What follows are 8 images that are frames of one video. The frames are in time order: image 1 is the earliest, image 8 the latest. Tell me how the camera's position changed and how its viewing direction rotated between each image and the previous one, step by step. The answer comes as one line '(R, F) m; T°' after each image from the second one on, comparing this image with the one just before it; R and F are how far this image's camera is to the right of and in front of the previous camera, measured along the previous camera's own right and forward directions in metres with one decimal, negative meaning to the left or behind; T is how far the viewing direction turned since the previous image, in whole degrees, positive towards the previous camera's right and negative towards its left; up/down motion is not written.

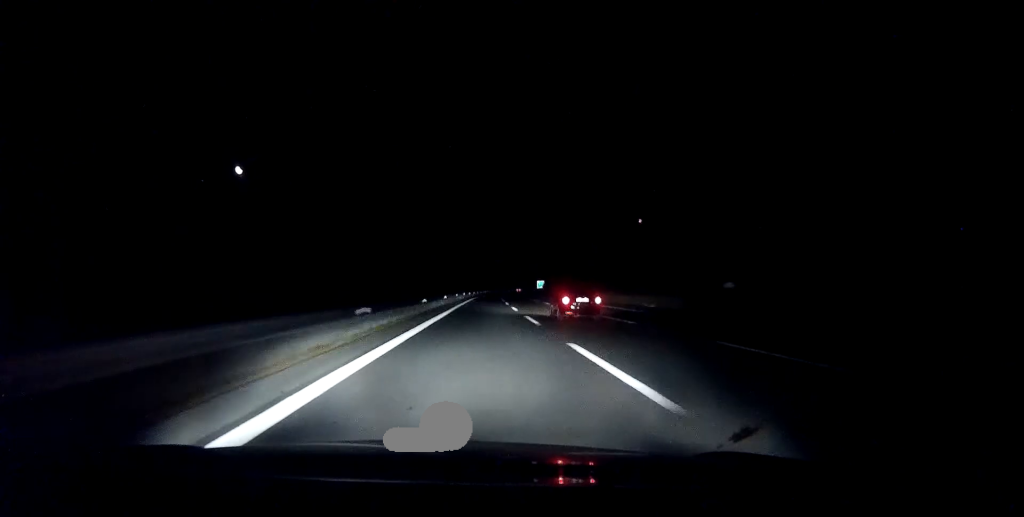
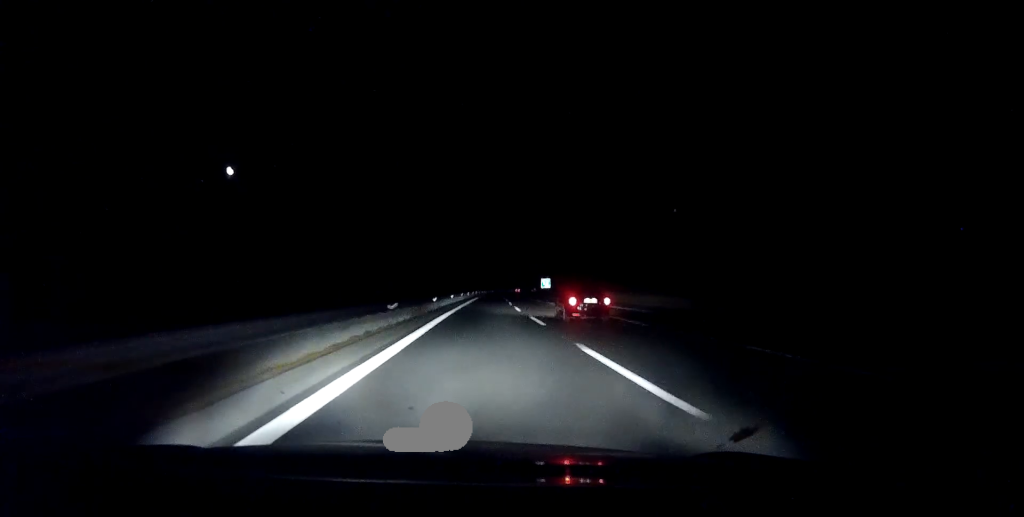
(+0.5, +60.3) m; +1°
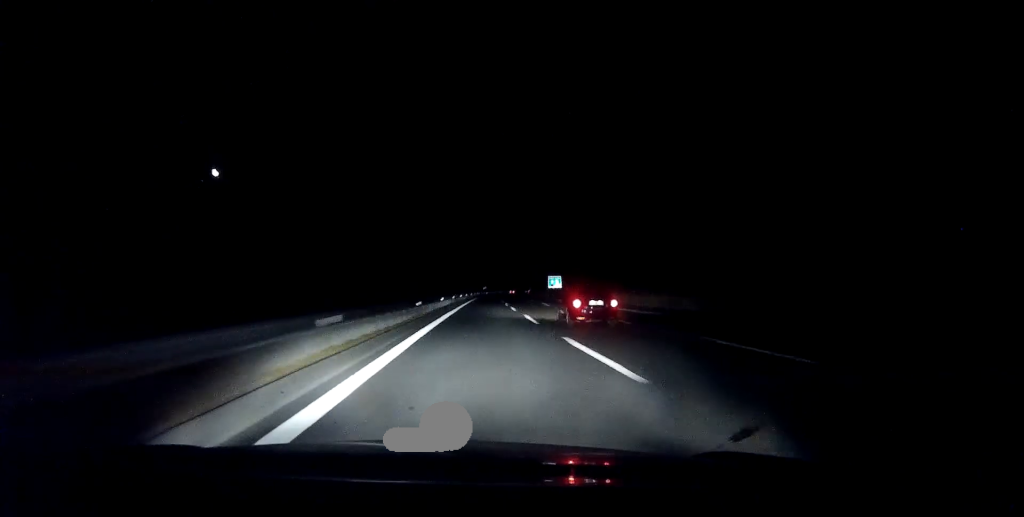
(+0.6, +72.3) m; +2°
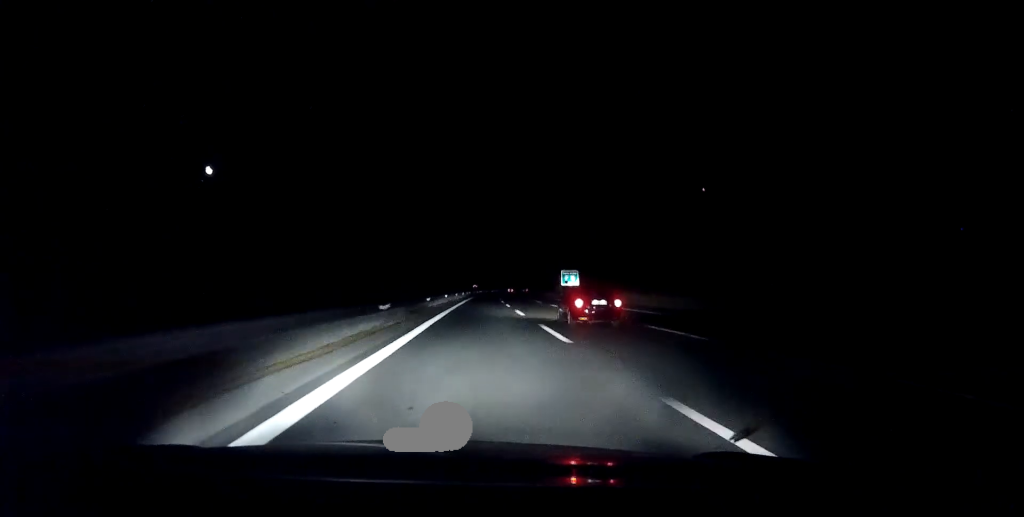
(+0.4, +40.9) m; +1°
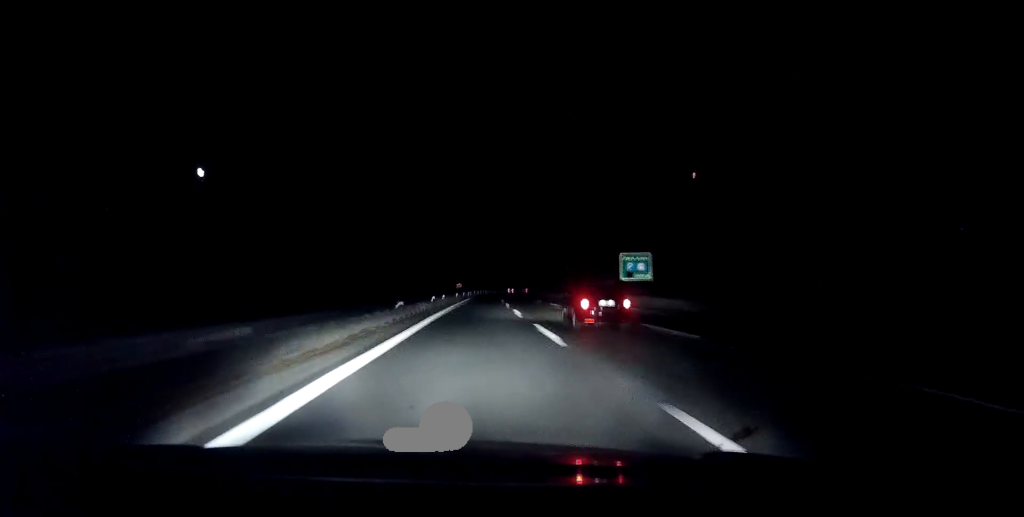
(+0.6, +60.2) m; +1°
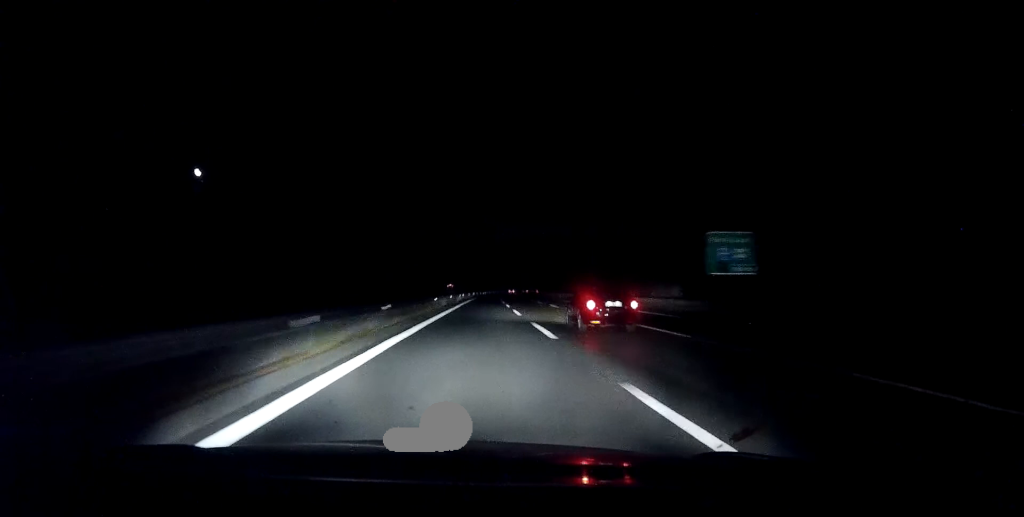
(+0.2, +26.6) m; 0°
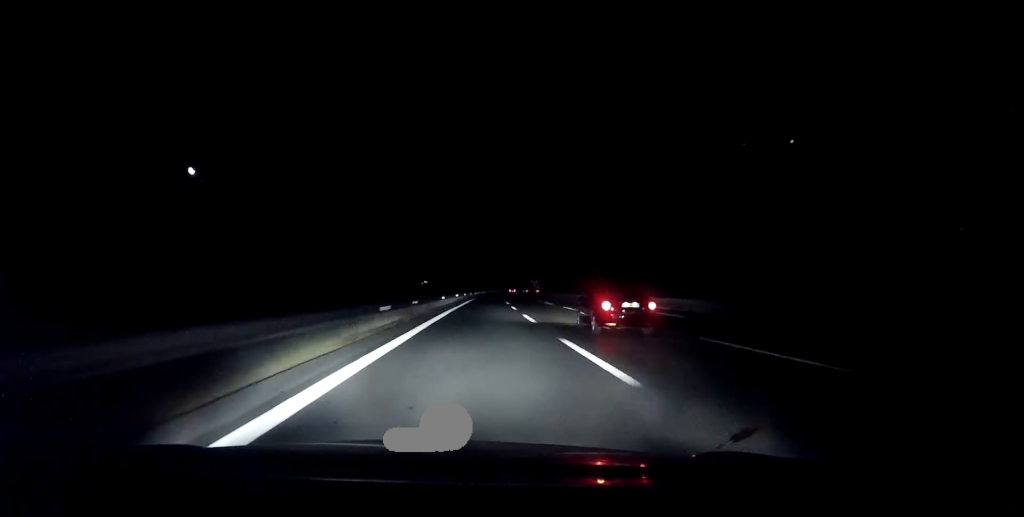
(+0.2, +53.2) m; +1°
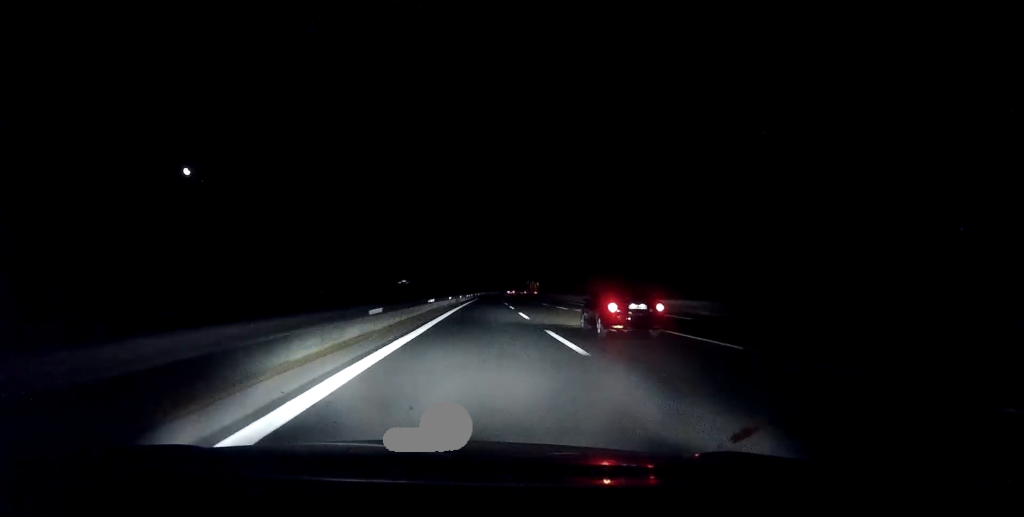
(-0.2, +26.6) m; 0°
